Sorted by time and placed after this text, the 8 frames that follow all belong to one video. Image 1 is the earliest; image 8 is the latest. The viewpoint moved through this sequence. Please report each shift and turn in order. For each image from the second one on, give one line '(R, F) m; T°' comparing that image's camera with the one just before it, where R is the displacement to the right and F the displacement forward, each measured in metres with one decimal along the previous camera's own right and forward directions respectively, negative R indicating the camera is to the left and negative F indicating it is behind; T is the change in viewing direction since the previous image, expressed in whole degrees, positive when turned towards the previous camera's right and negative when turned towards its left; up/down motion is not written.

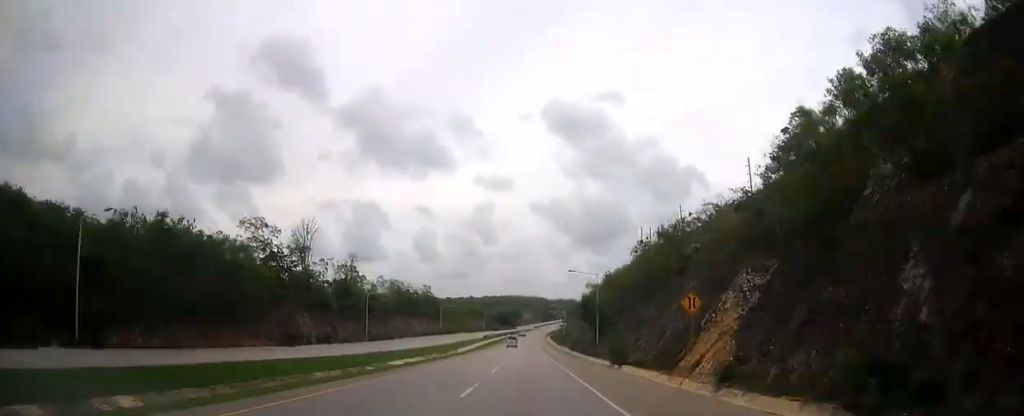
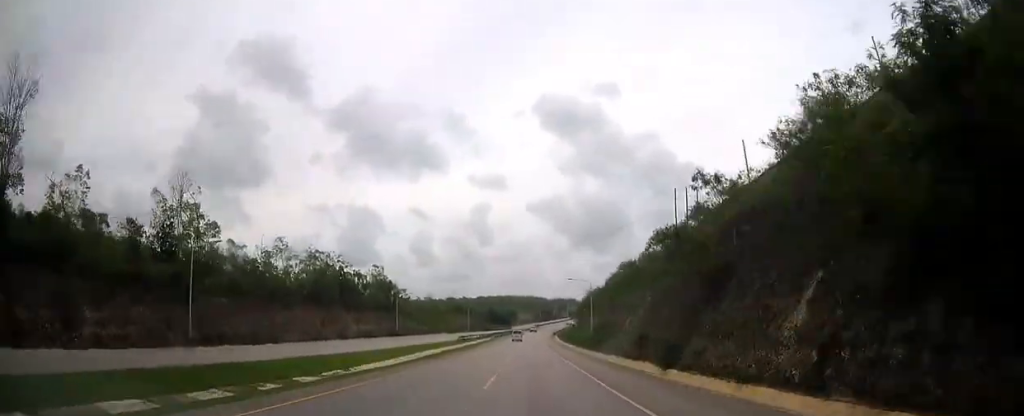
(-0.5, +58.9) m; 0°
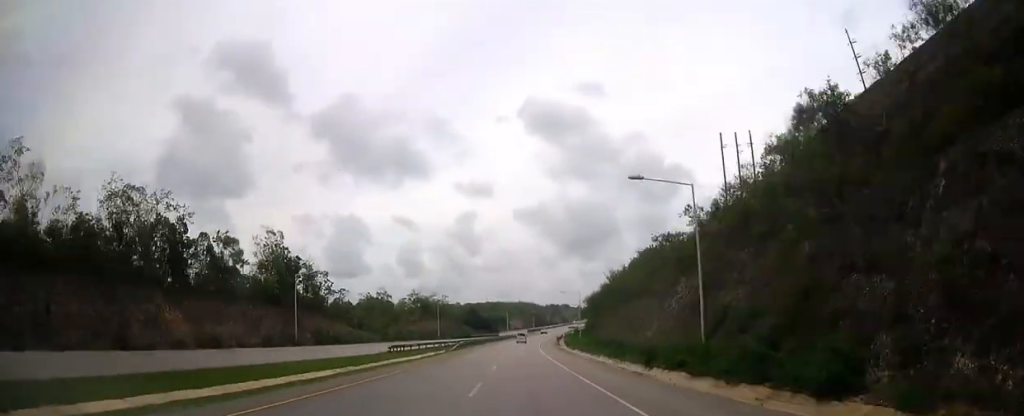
(-0.1, +49.3) m; 0°
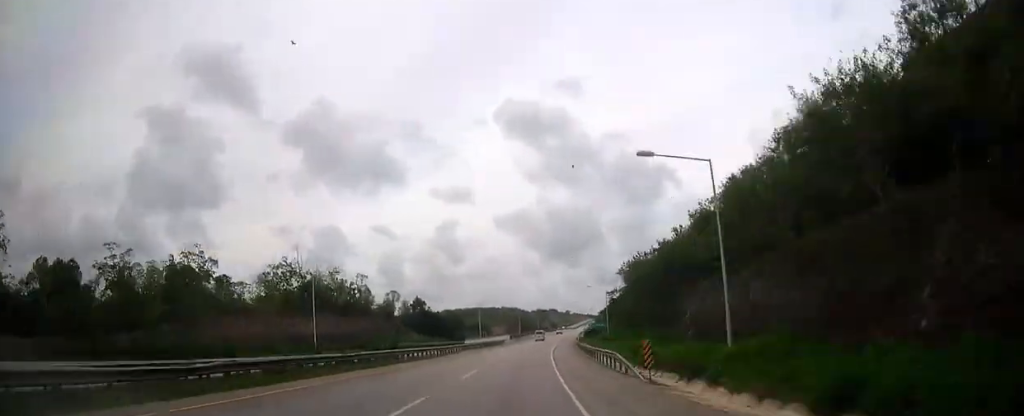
(+0.9, +77.1) m; +2°
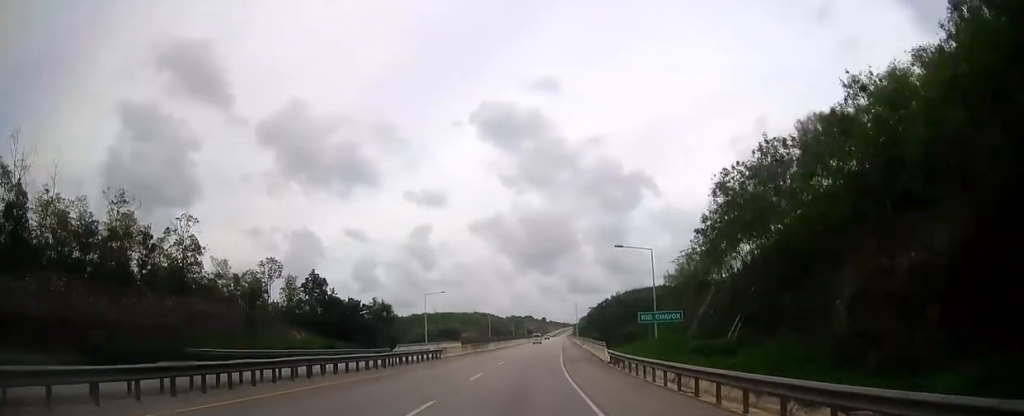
(+1.1, +48.2) m; +2°
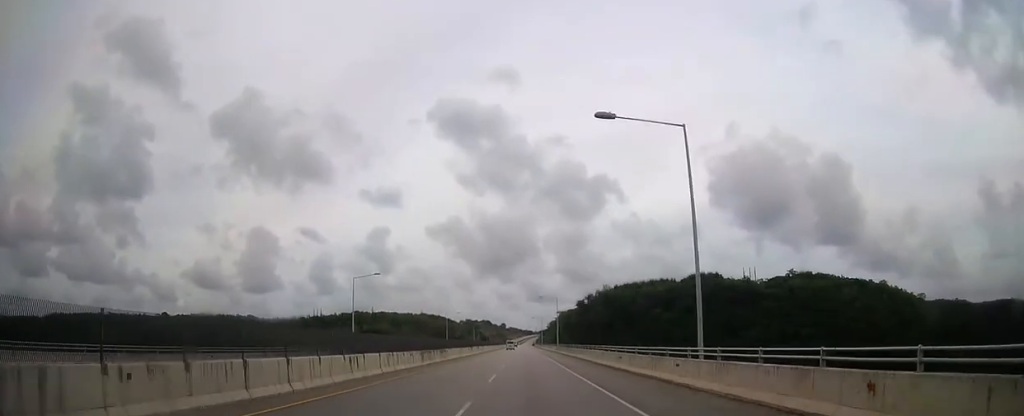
(+3.5, +107.5) m; +3°
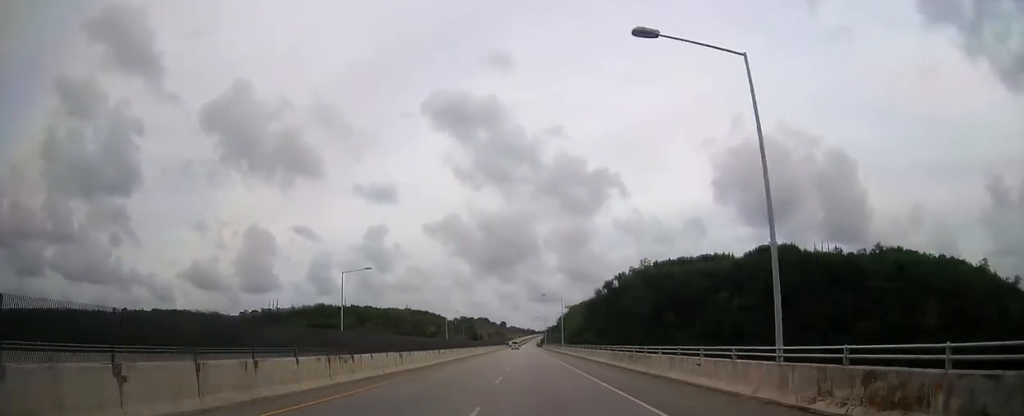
(+0.5, +83.0) m; 0°
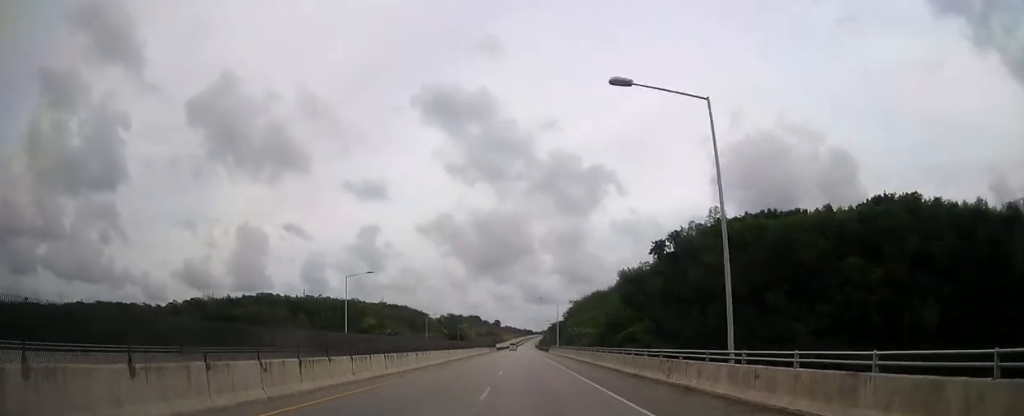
(+0.1, +75.0) m; 0°
